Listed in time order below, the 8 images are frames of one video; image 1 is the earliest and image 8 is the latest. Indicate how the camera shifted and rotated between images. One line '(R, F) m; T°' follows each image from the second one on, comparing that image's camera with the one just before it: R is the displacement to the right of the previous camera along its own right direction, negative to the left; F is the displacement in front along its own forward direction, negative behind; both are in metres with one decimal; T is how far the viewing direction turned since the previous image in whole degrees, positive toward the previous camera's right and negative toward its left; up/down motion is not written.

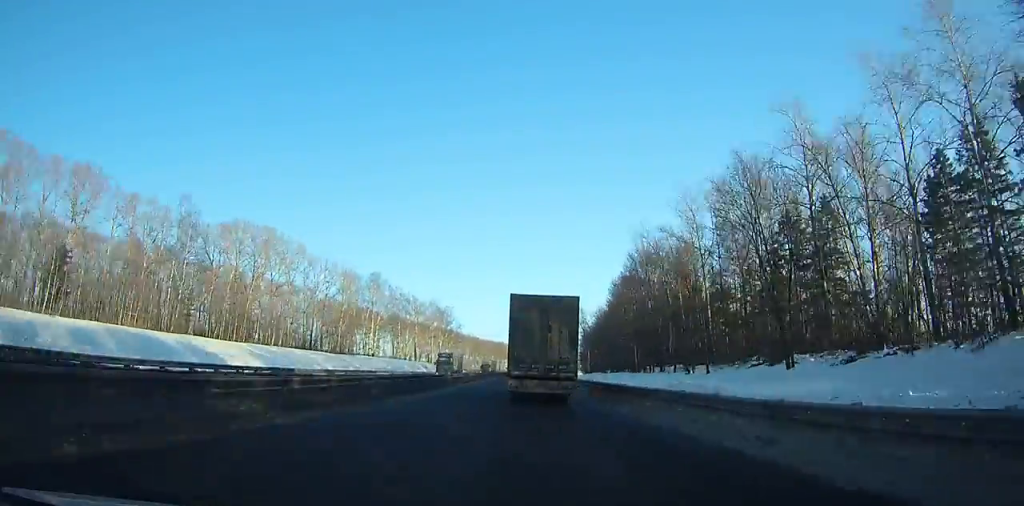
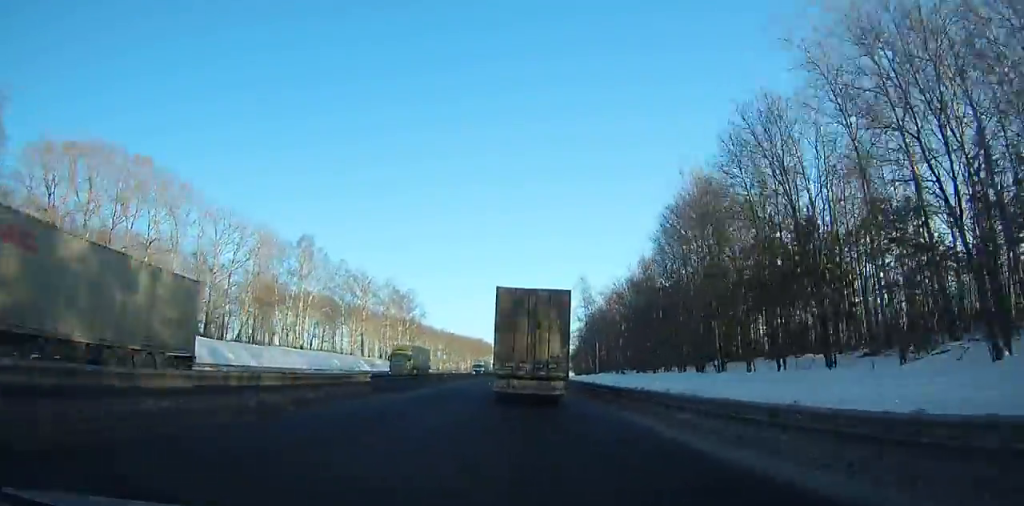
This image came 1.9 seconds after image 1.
(+0.6, +42.6) m; +1°
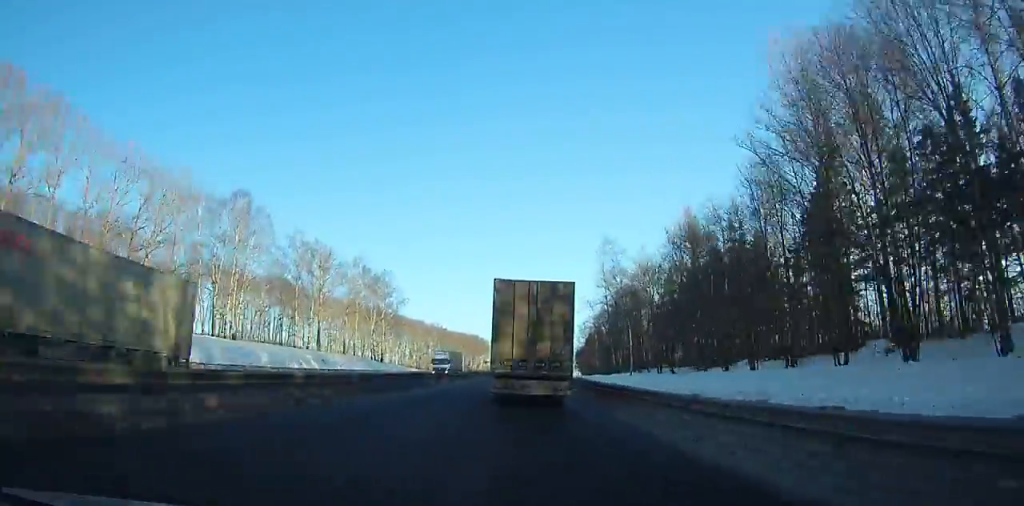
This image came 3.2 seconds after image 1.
(+0.1, +29.4) m; 0°
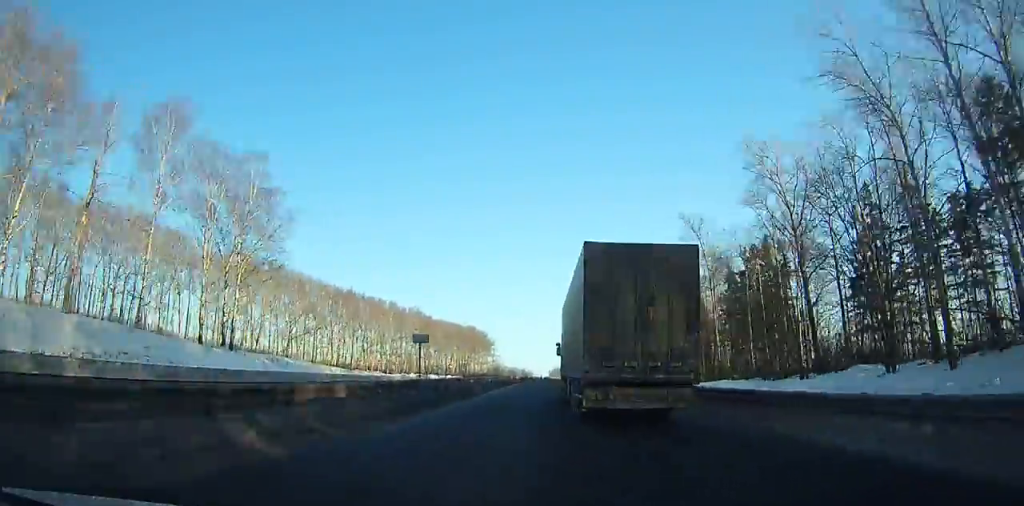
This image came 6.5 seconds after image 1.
(+0.5, +75.1) m; +2°
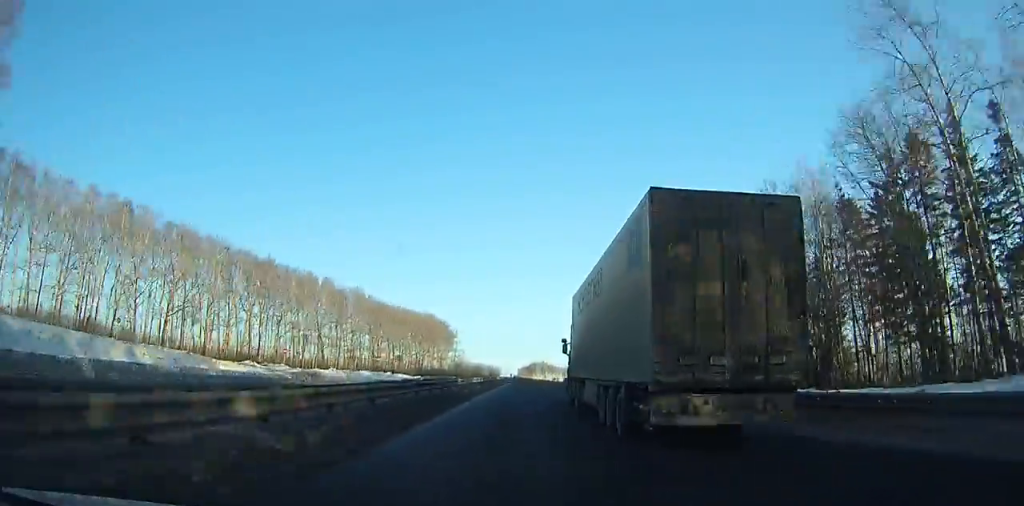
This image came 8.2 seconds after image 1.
(-0.3, +39.0) m; +1°
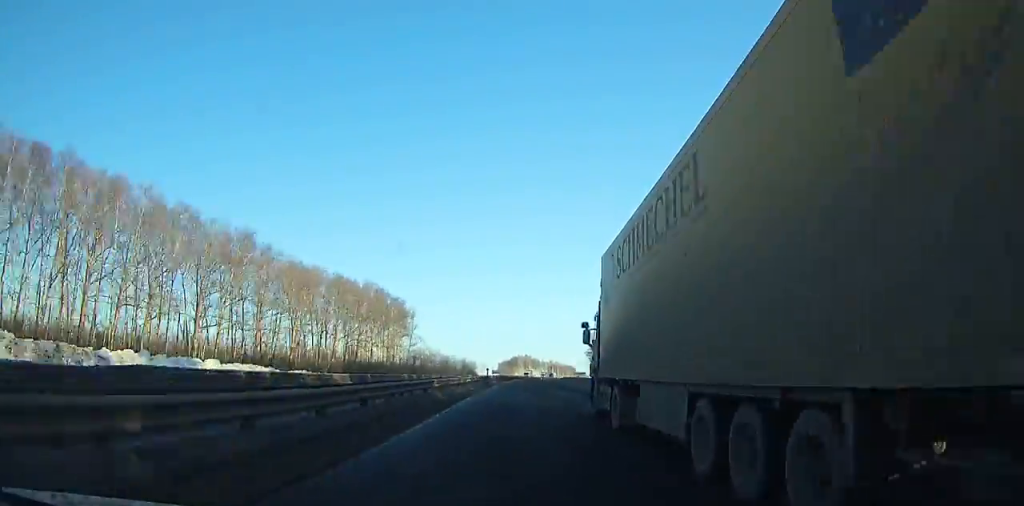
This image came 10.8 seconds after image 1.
(+1.8, +60.7) m; +2°
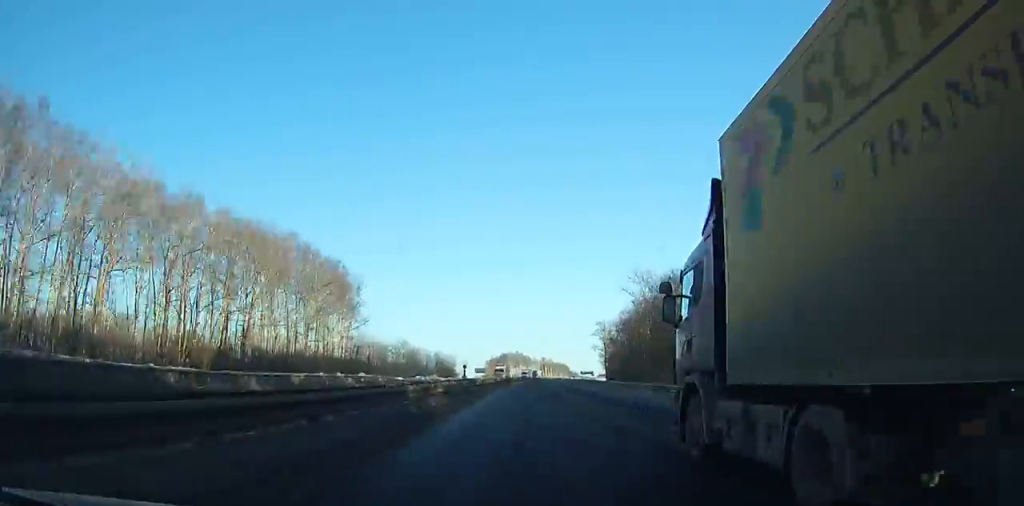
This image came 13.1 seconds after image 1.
(+0.8, +54.5) m; +2°
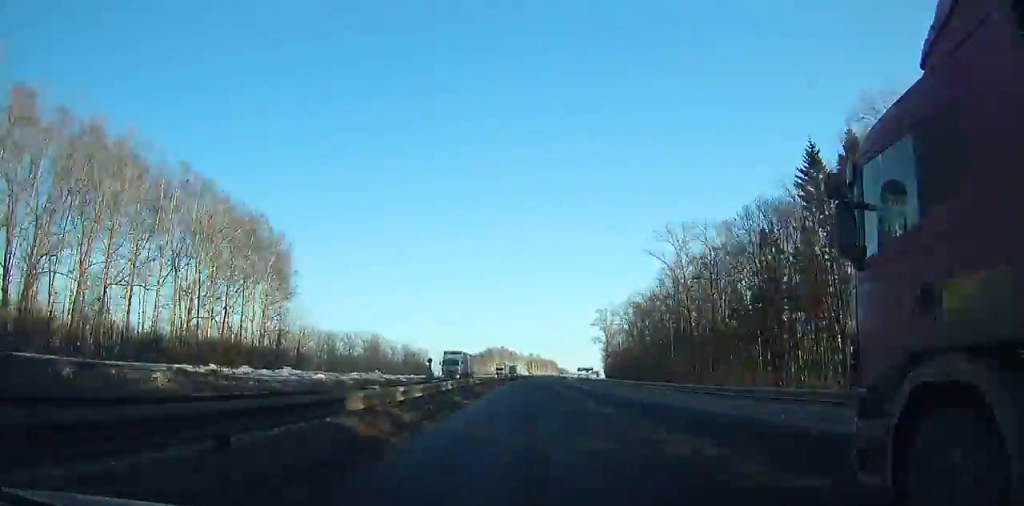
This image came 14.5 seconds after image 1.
(0.0, +33.4) m; +1°
